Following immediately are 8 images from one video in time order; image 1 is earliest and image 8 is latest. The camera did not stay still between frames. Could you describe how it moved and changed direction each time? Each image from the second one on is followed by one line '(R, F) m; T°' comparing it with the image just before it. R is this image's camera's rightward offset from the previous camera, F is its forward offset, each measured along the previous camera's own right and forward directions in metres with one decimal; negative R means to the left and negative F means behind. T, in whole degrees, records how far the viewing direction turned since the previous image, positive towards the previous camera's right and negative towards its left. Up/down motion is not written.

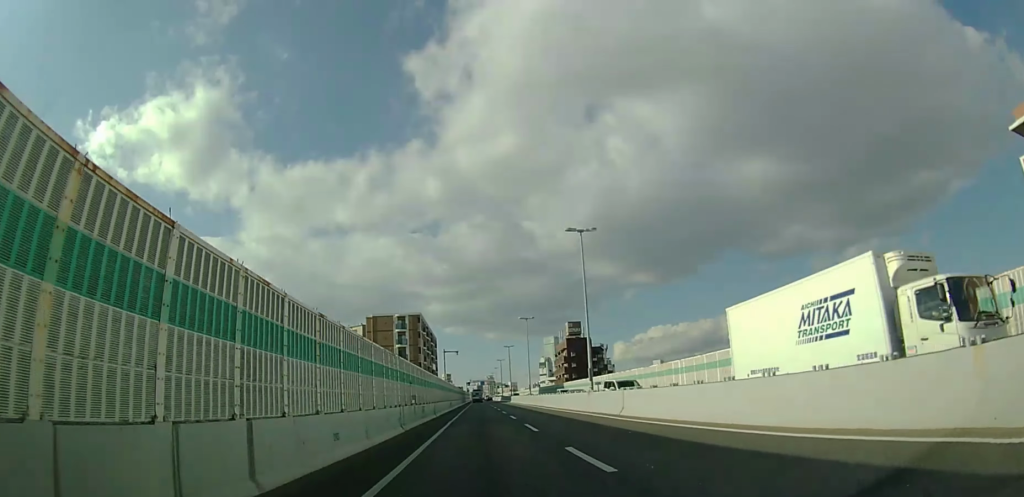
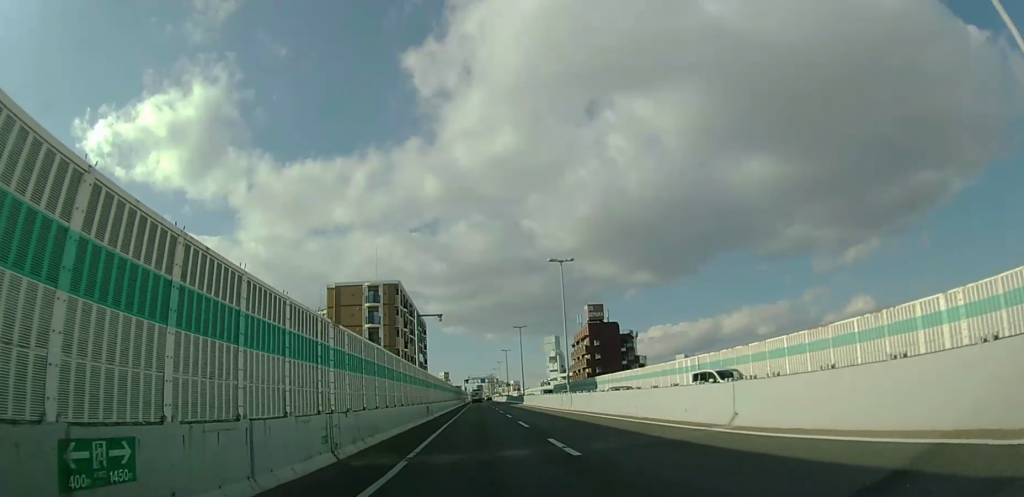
(-0.1, +26.9) m; 0°
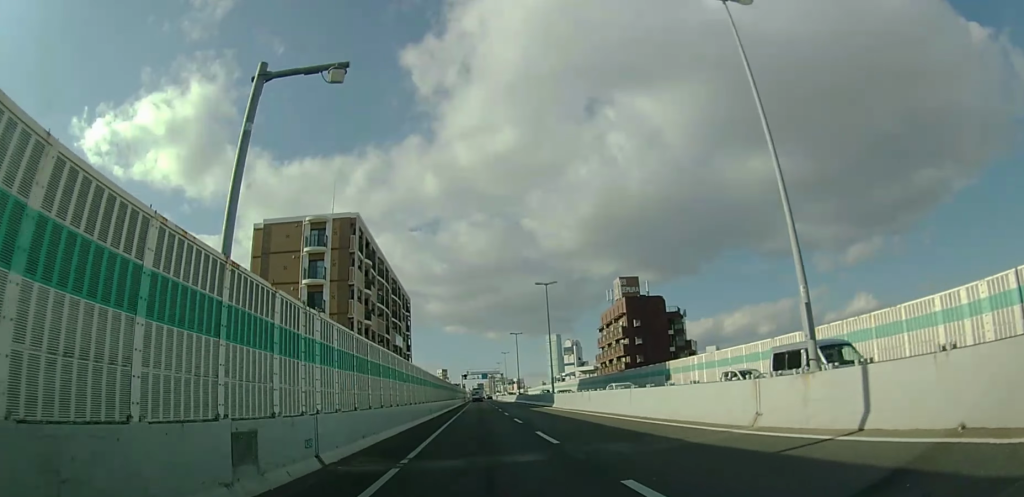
(+0.1, +26.9) m; 0°
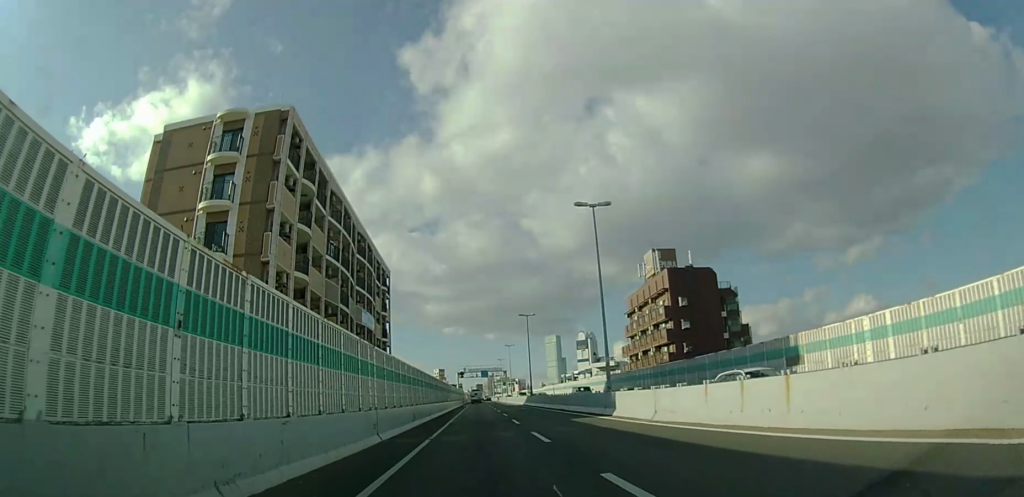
(-0.2, +18.9) m; 0°
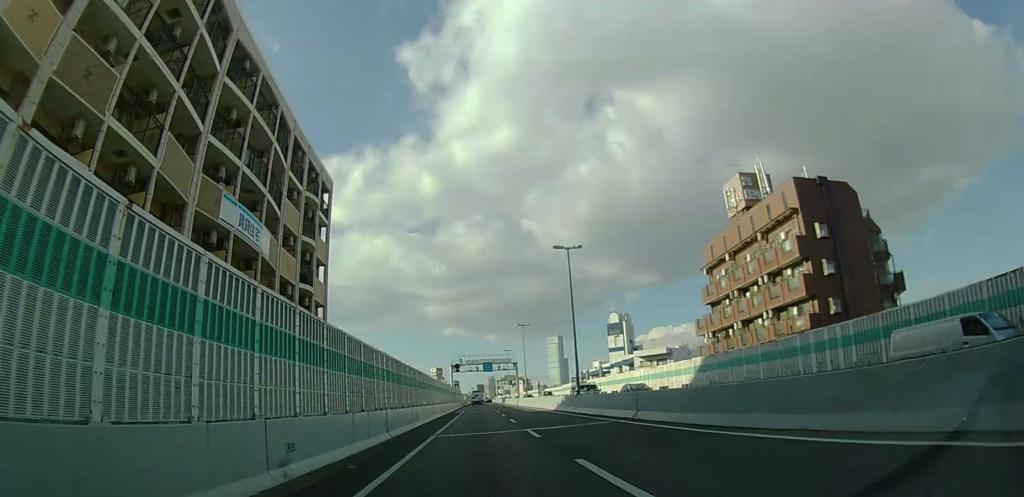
(+0.1, +28.2) m; 0°
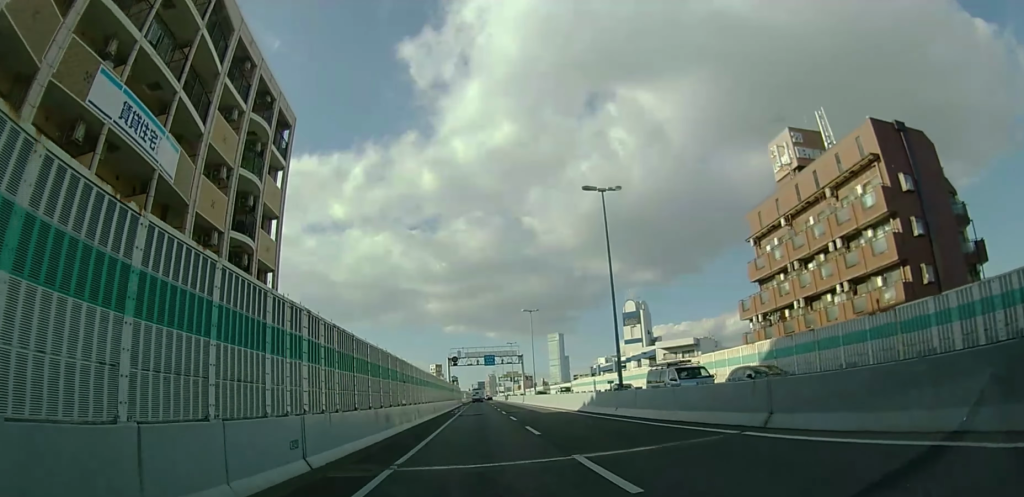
(-0.1, +9.4) m; 0°
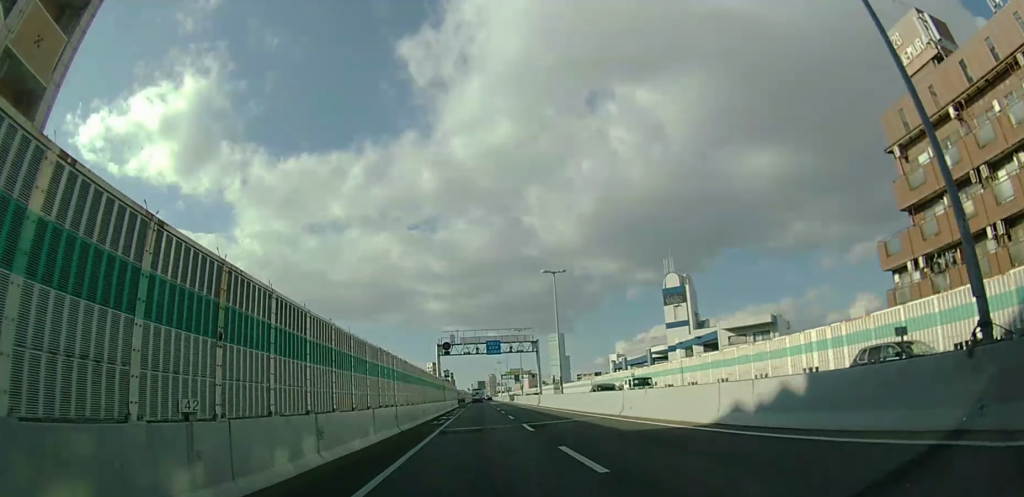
(0.0, +18.1) m; 0°
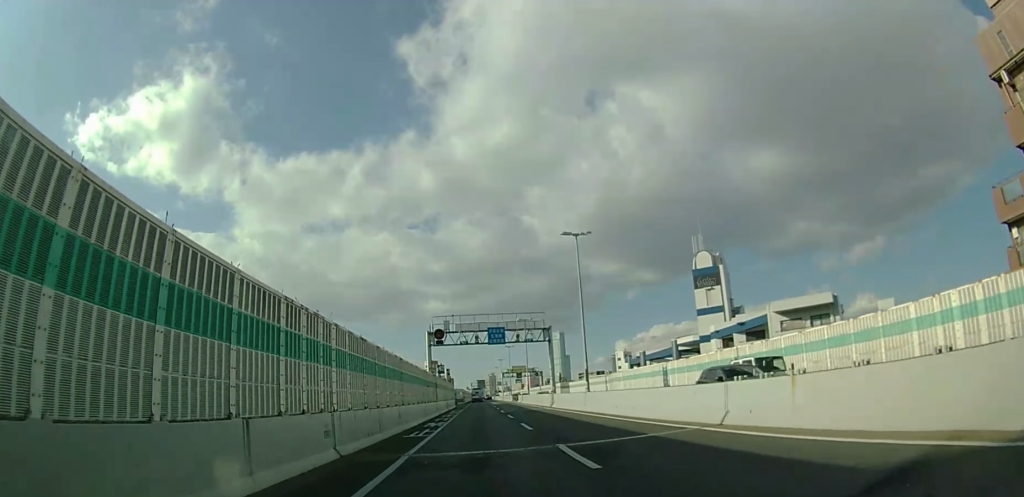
(0.0, +9.5) m; 0°
